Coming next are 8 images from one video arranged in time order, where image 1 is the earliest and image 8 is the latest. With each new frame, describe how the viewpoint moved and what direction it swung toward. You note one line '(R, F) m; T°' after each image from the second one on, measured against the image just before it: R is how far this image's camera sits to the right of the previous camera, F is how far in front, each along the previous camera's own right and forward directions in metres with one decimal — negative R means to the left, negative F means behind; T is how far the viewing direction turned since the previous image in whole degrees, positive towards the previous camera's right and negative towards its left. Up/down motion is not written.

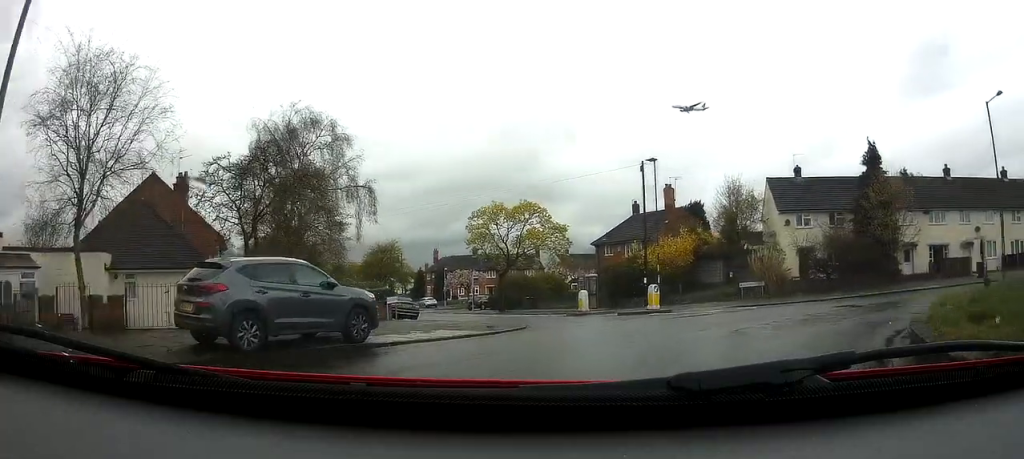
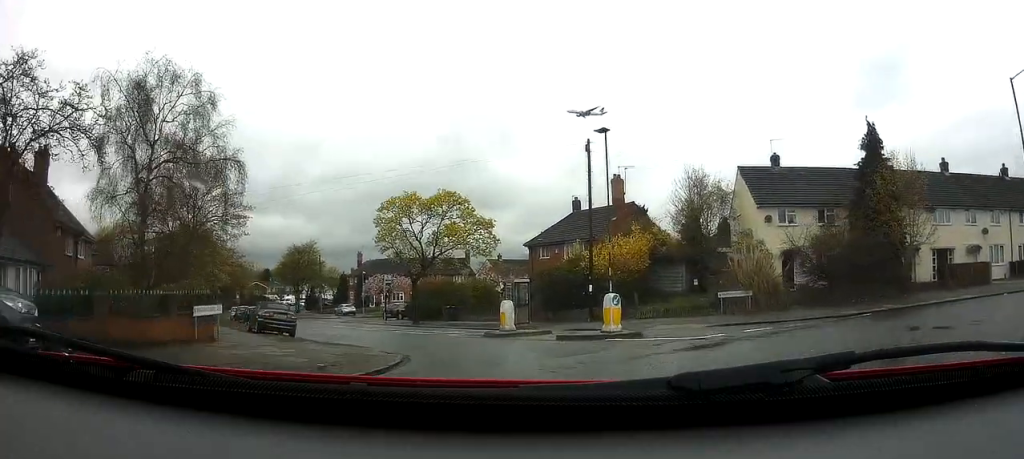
(+0.6, +7.9) m; +4°
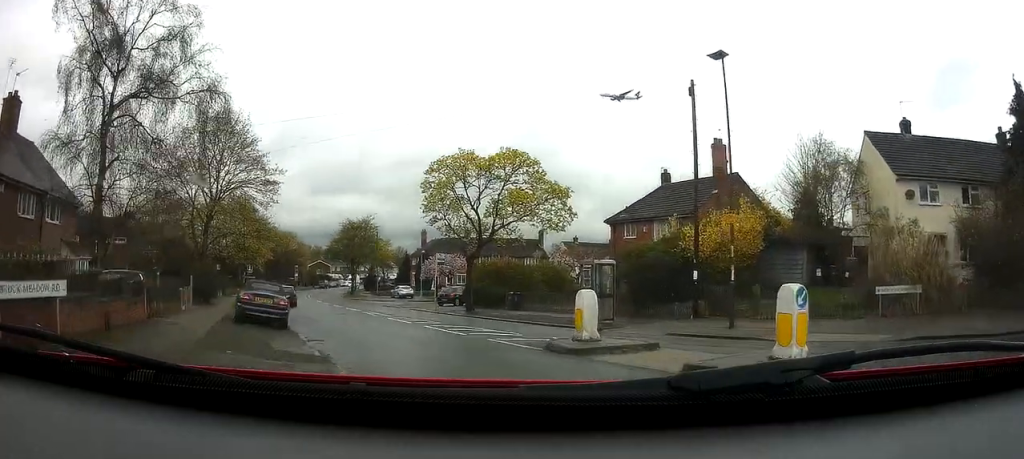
(-0.2, +7.4) m; -6°
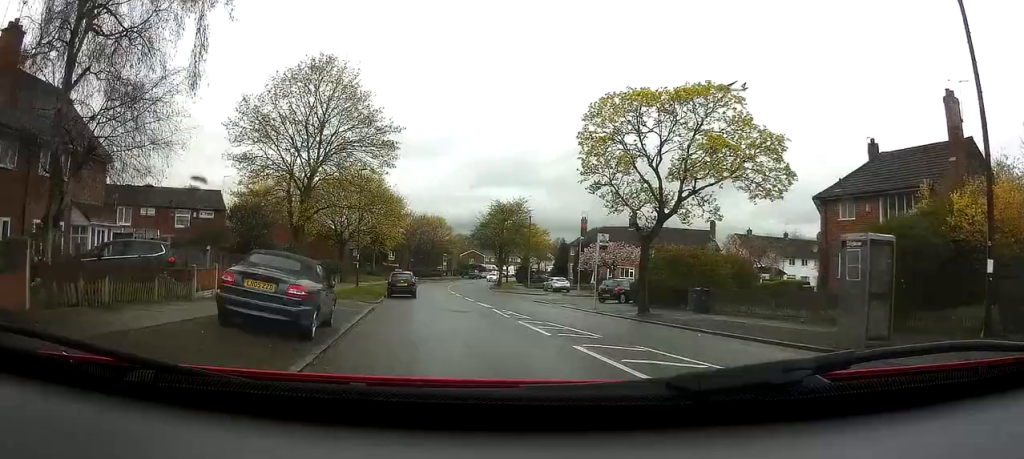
(-1.0, +8.9) m; -12°
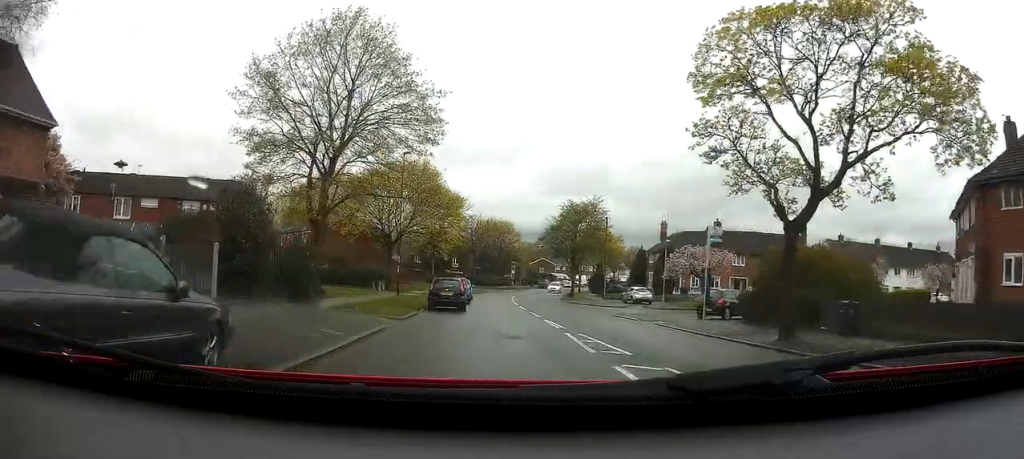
(-0.5, +7.4) m; -7°
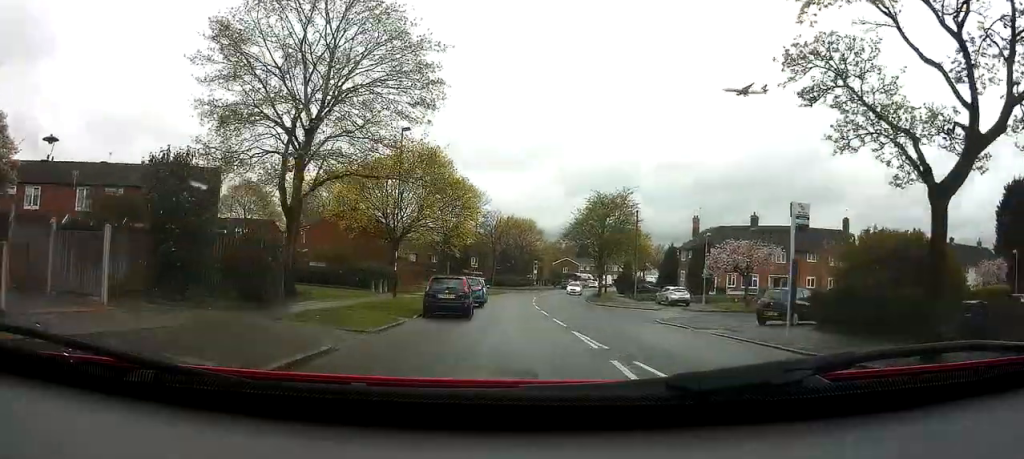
(-0.1, +5.4) m; -3°
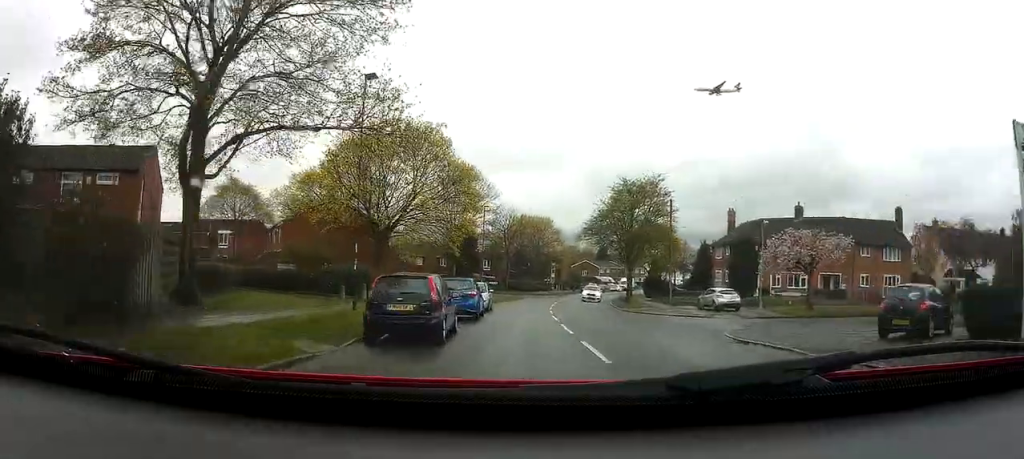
(-0.3, +7.8) m; -2°
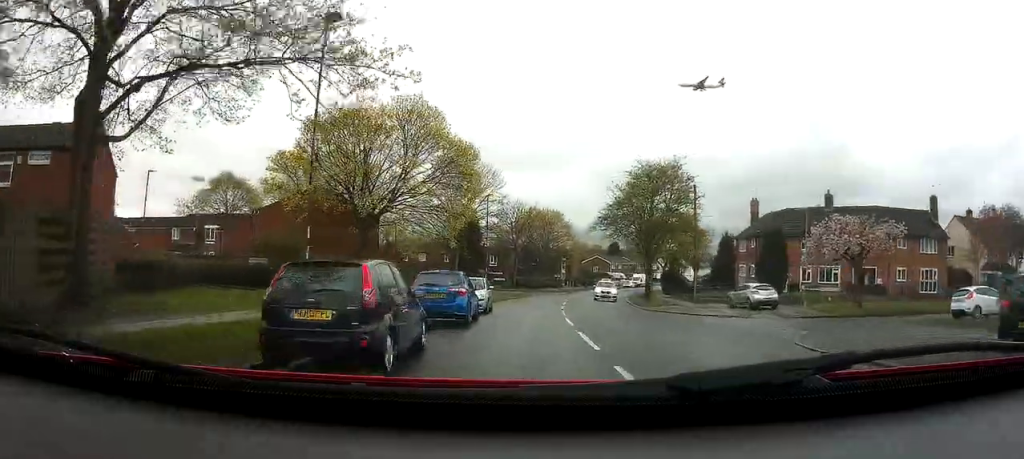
(+0.1, +4.8) m; +1°
